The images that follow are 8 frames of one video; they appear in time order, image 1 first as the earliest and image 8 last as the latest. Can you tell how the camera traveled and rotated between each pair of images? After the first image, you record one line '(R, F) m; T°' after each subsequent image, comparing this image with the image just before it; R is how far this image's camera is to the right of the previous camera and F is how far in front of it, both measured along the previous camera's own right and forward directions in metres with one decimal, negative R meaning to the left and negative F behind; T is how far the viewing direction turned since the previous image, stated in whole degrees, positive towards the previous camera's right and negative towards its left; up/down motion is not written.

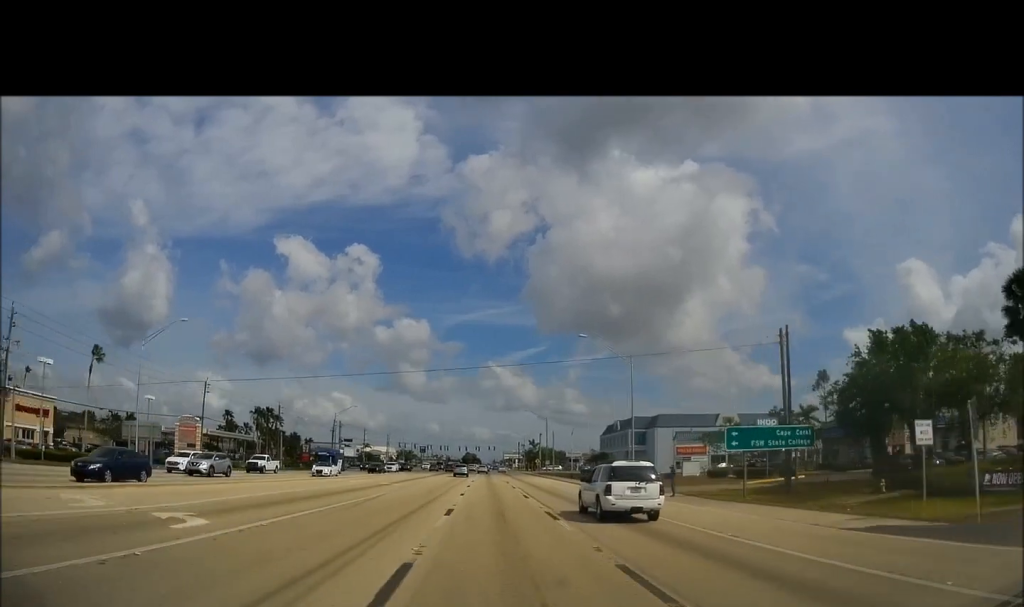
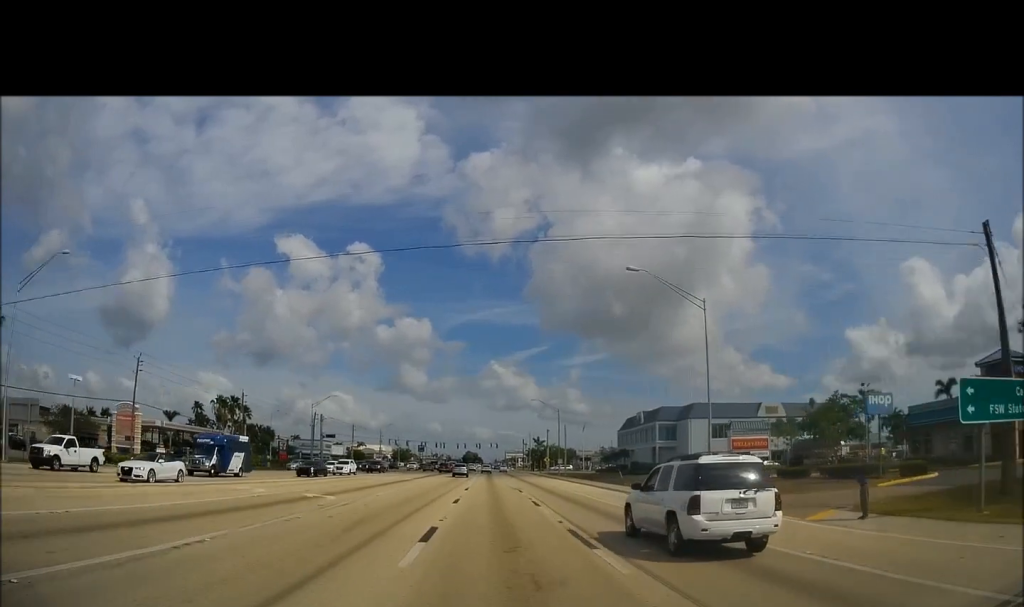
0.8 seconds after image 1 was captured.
(0.0, +19.2) m; +1°
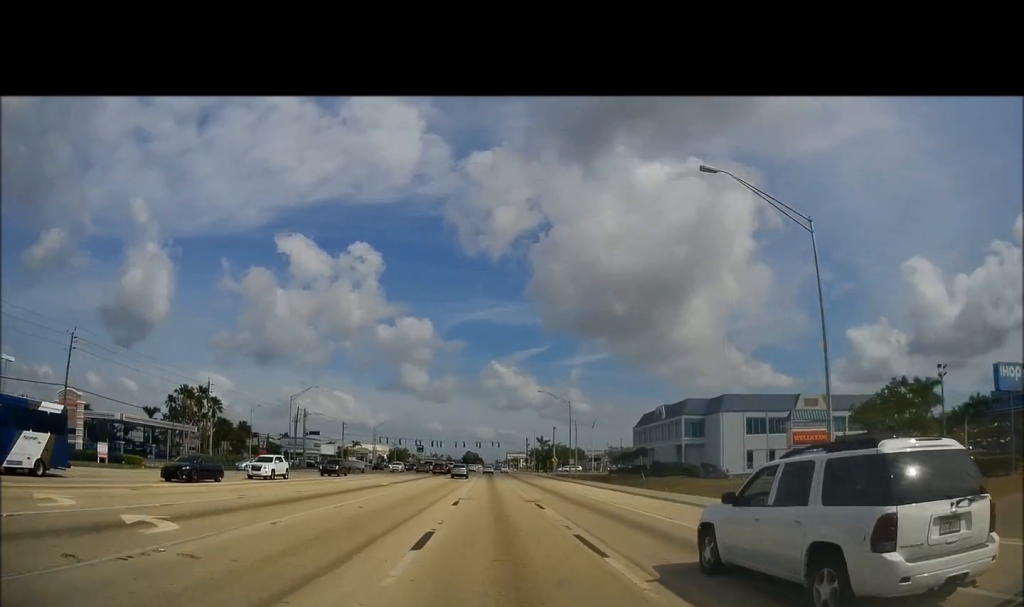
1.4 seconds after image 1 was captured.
(+0.1, +13.6) m; 0°
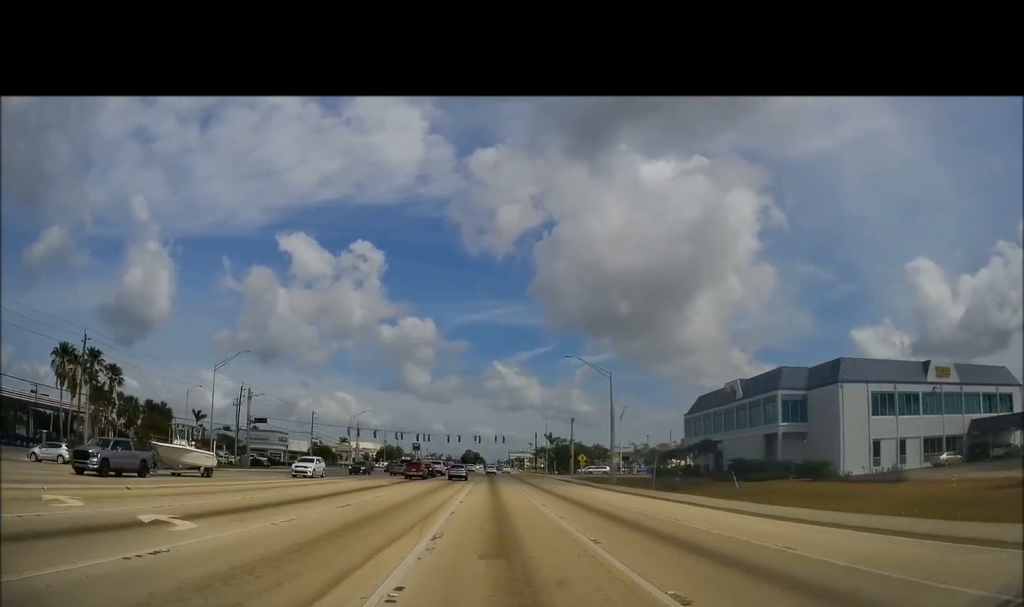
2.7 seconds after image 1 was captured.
(0.0, +30.6) m; -1°
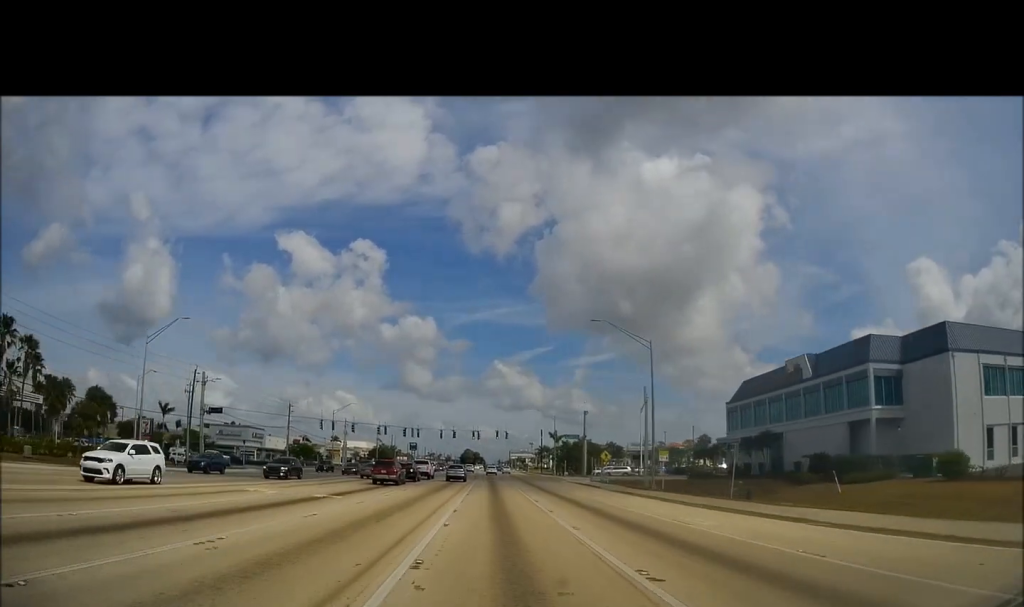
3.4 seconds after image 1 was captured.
(-0.1, +15.7) m; 0°
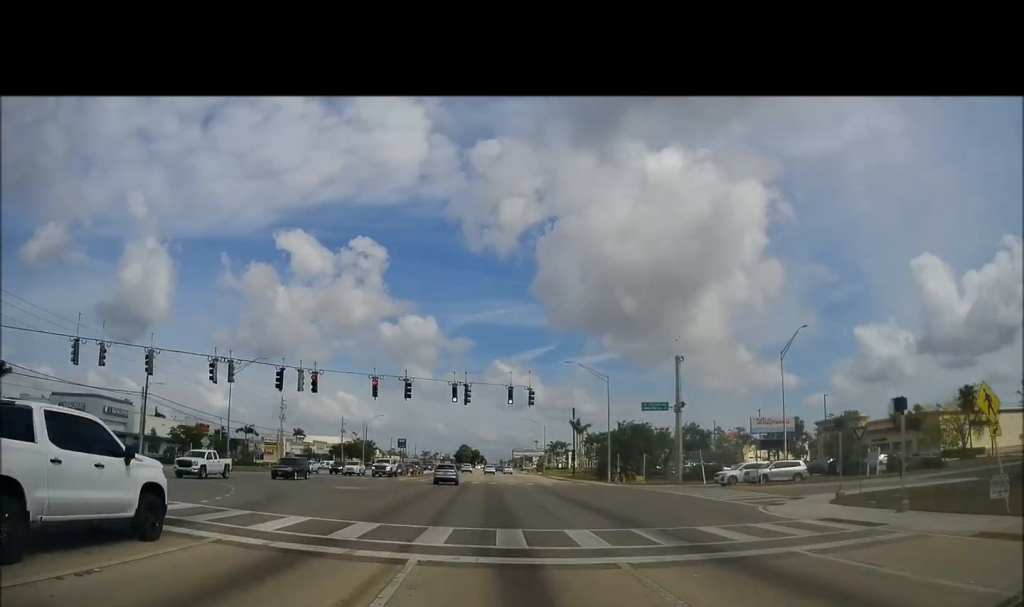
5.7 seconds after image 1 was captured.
(+0.6, +44.5) m; 0°
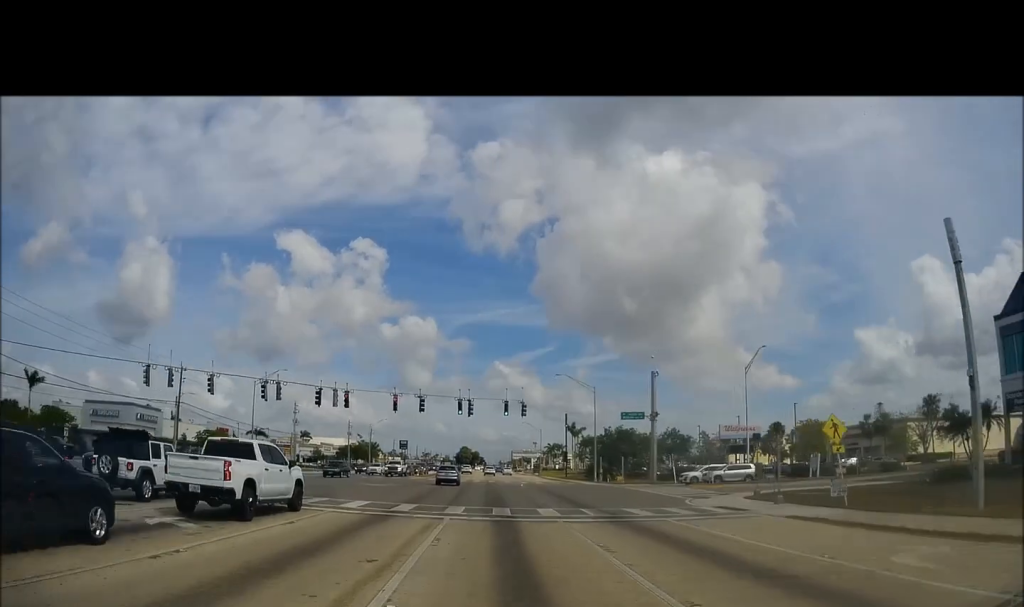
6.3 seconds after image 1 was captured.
(-0.1, +10.7) m; -1°
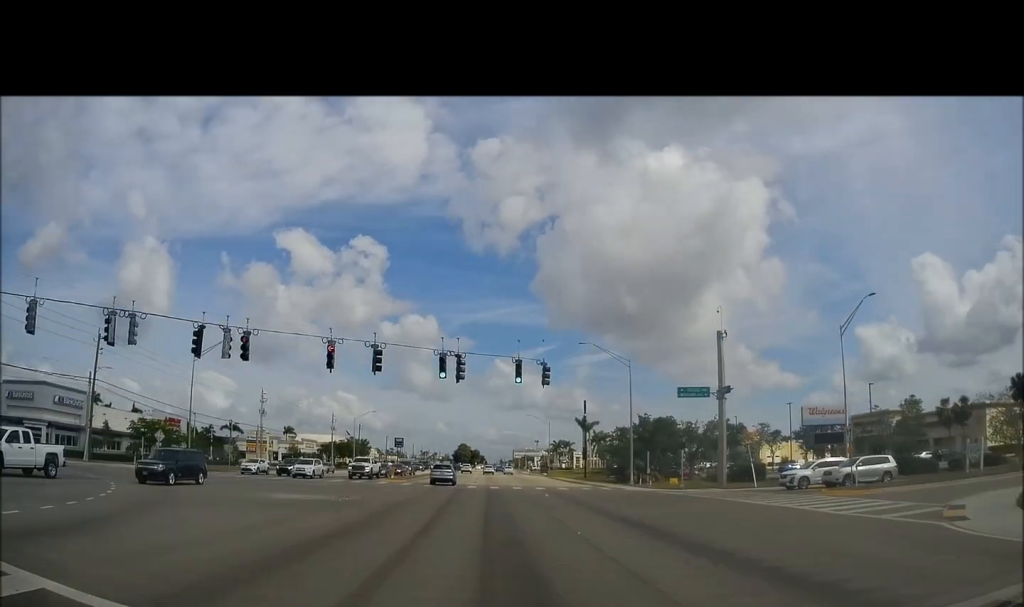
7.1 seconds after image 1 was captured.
(-0.1, +14.3) m; 0°
